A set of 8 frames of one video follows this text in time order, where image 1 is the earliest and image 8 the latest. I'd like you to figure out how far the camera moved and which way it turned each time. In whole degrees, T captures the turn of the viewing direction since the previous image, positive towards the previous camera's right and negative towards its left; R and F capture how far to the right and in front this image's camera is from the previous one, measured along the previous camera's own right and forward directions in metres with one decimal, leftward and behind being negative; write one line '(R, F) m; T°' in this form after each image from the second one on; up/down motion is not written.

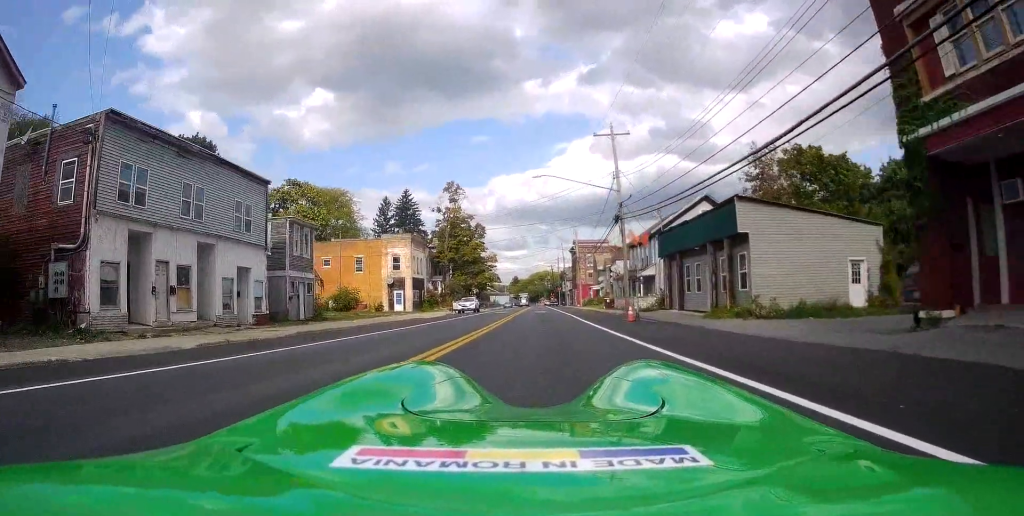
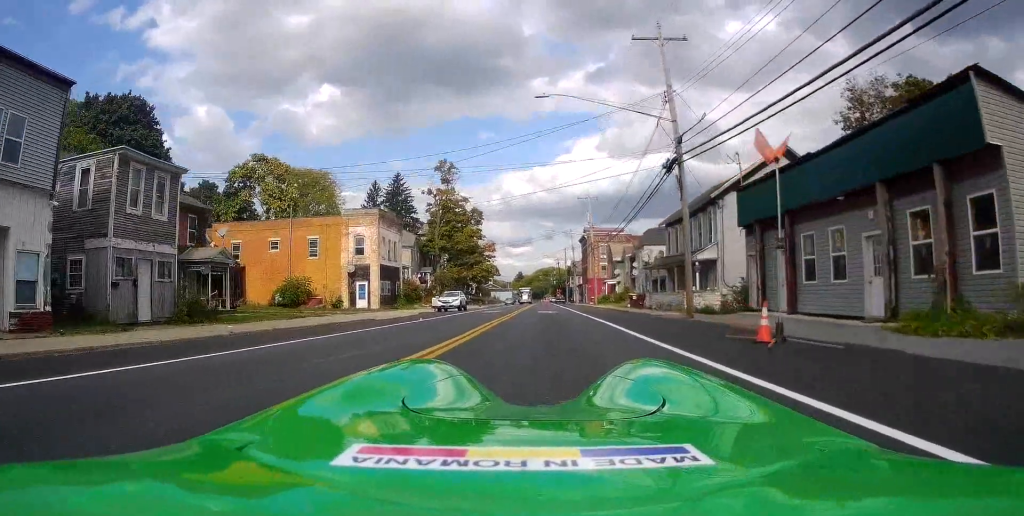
(+0.3, +14.4) m; +2°
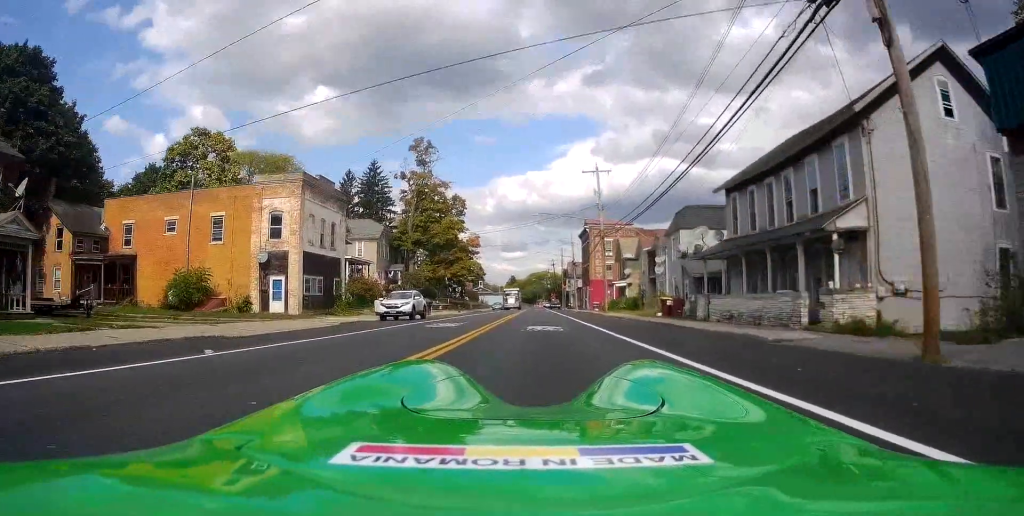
(-0.2, +14.8) m; -2°
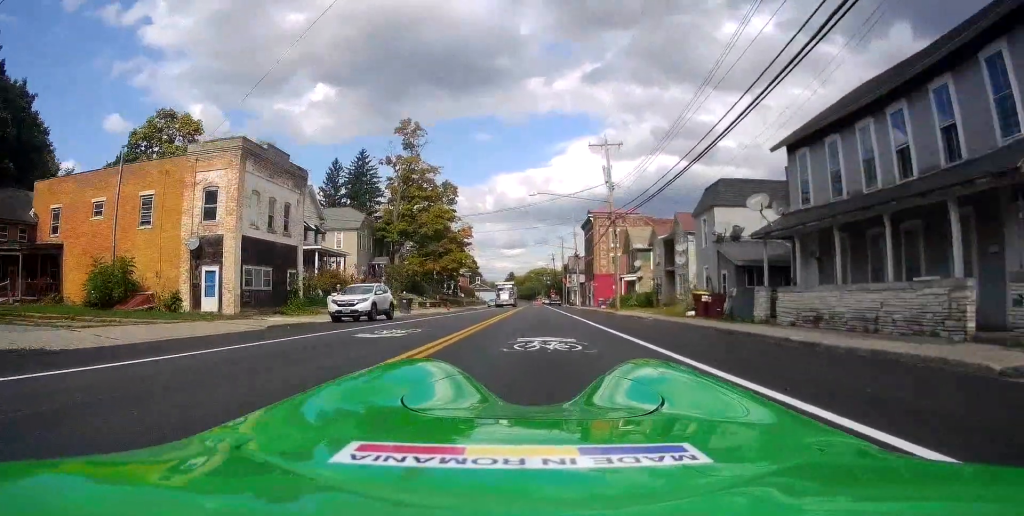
(-0.2, +7.3) m; 0°
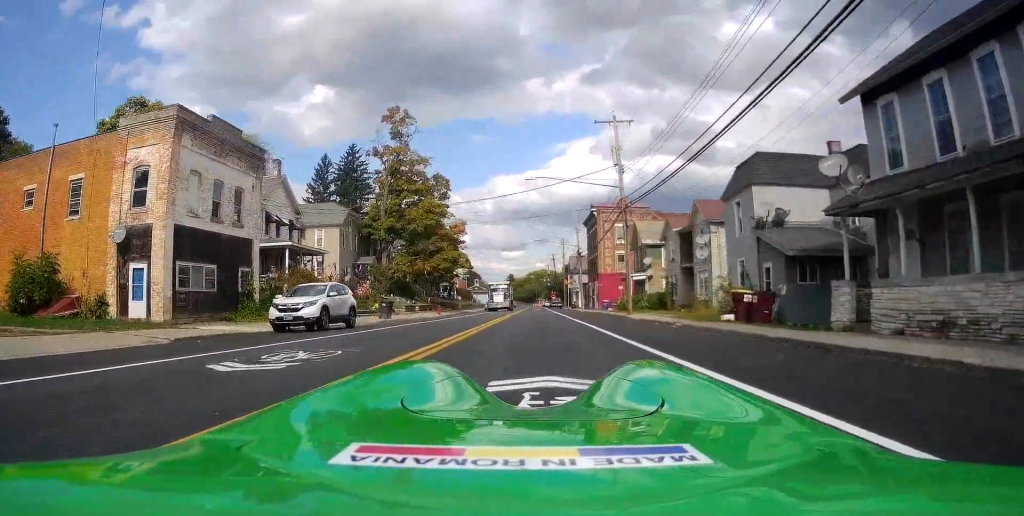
(+0.2, +5.5) m; +1°
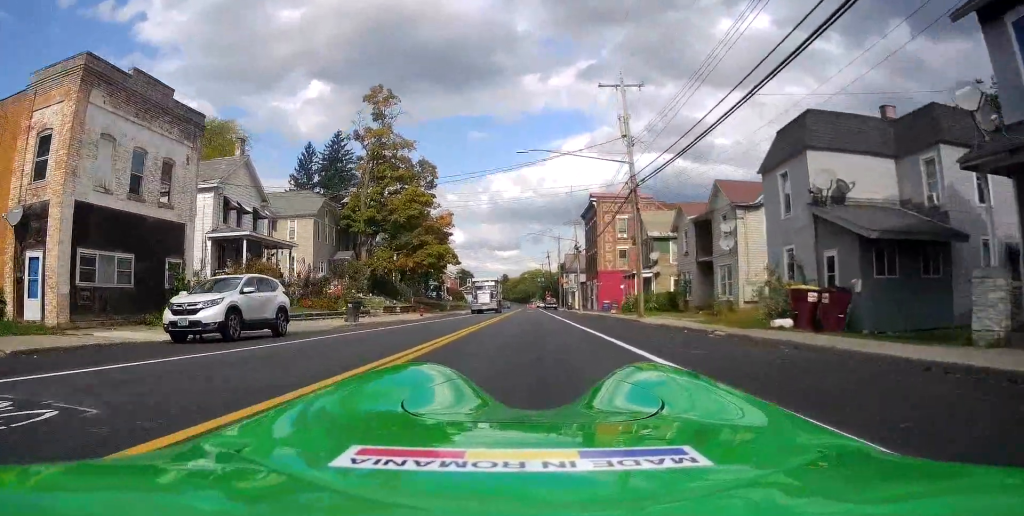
(+0.1, +5.5) m; +1°
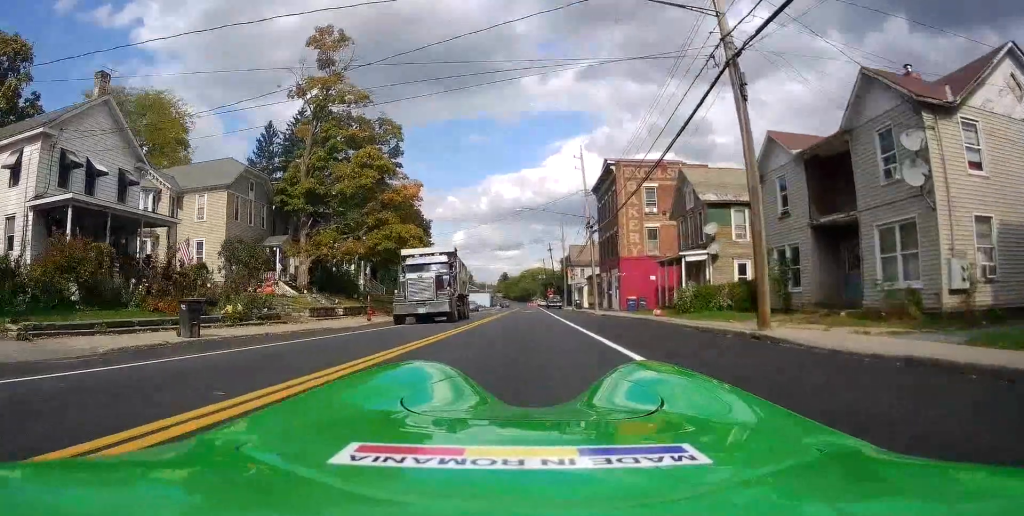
(0.0, +15.8) m; 0°
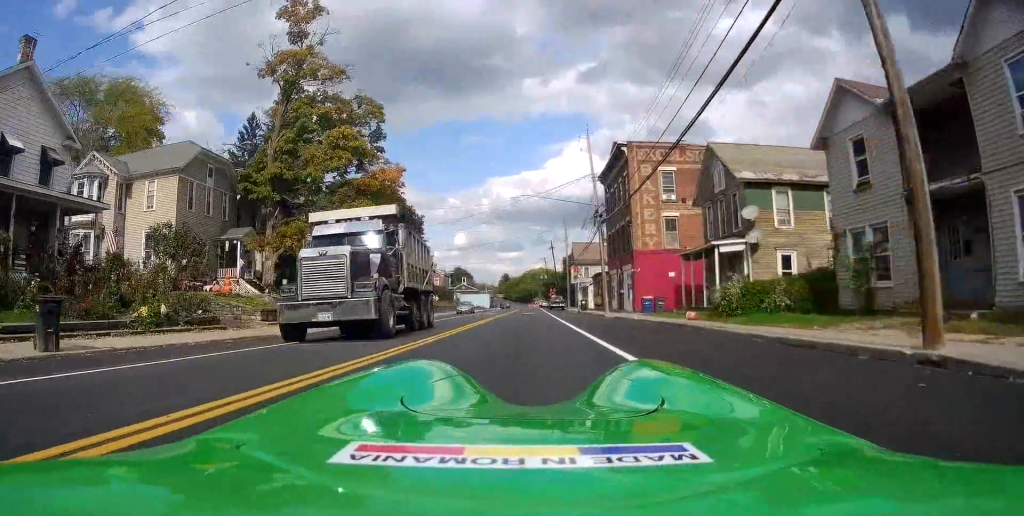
(0.0, +6.5) m; 0°
